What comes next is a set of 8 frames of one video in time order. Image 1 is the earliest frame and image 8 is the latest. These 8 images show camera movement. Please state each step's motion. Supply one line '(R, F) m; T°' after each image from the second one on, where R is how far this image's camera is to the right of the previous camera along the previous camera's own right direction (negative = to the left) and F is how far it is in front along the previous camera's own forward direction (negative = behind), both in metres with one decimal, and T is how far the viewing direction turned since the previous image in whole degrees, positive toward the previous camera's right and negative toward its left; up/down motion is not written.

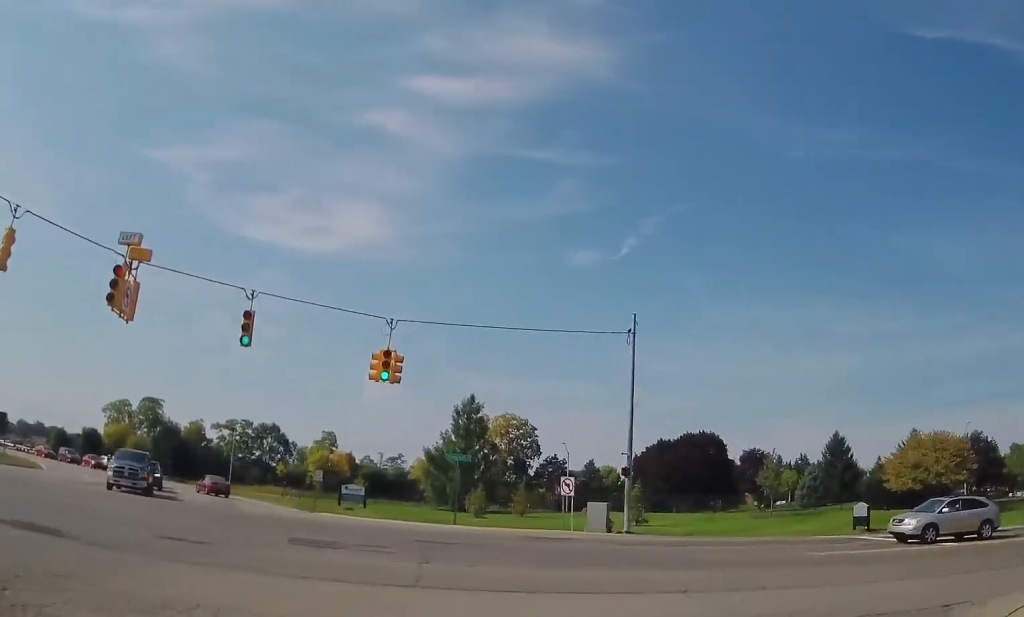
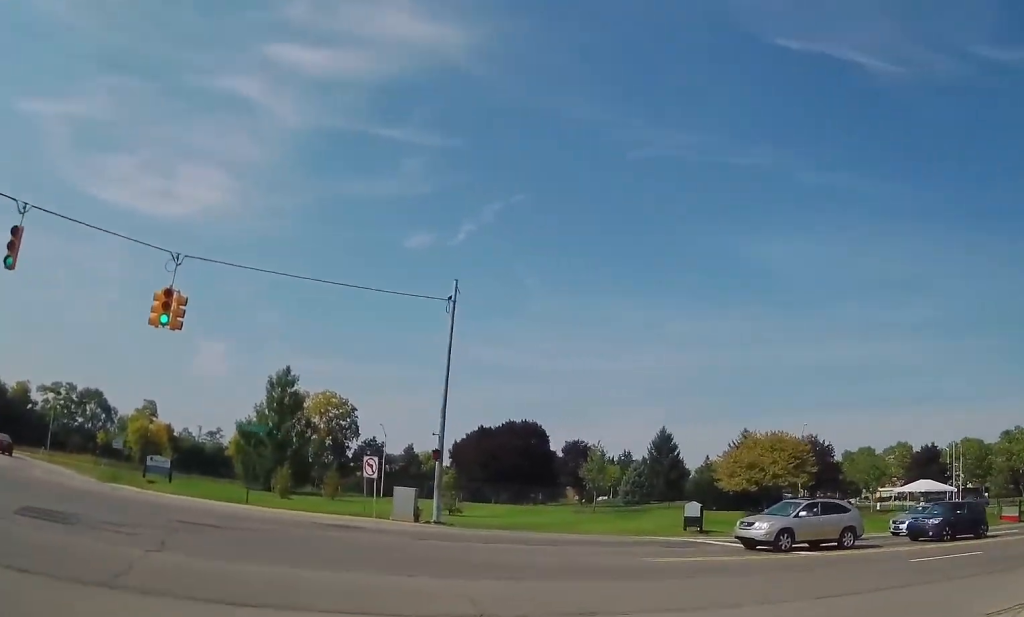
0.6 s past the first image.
(+0.2, +3.7) m; +11°
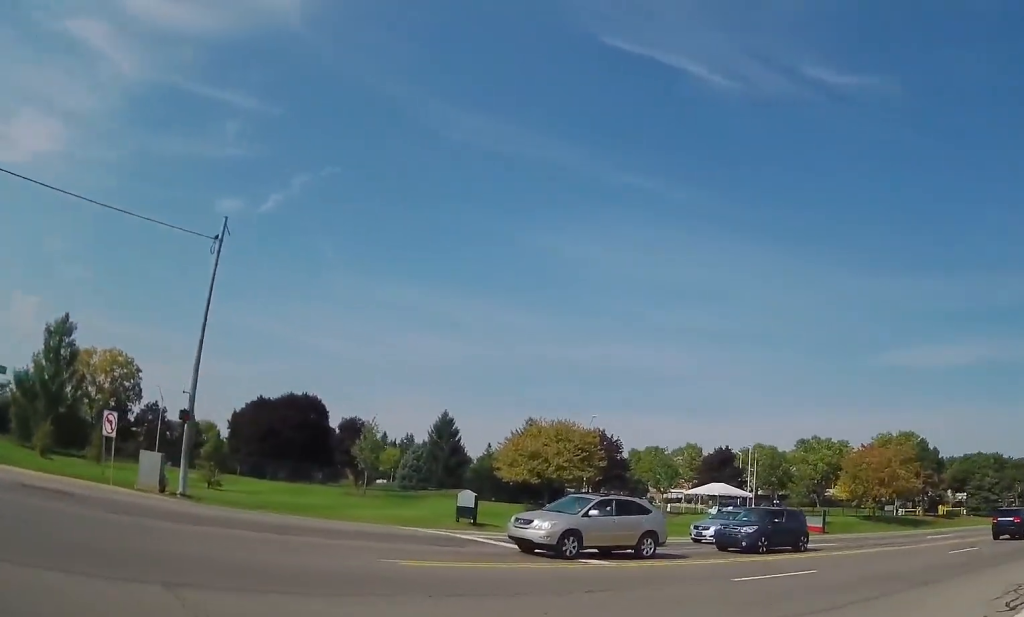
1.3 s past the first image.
(+0.1, +4.2) m; +15°
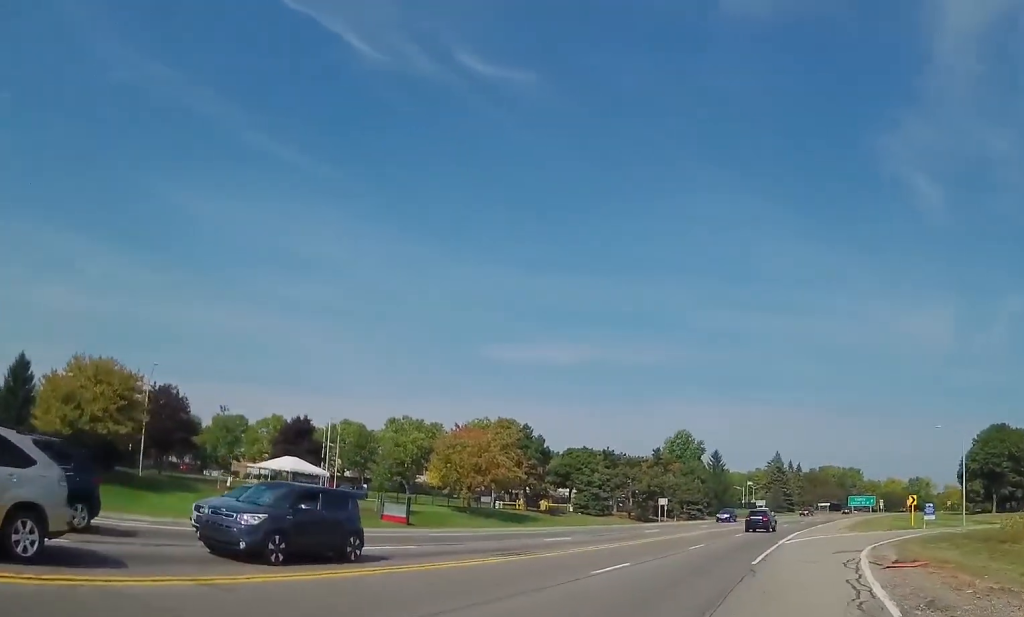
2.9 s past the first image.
(+3.1, +9.3) m; +30°
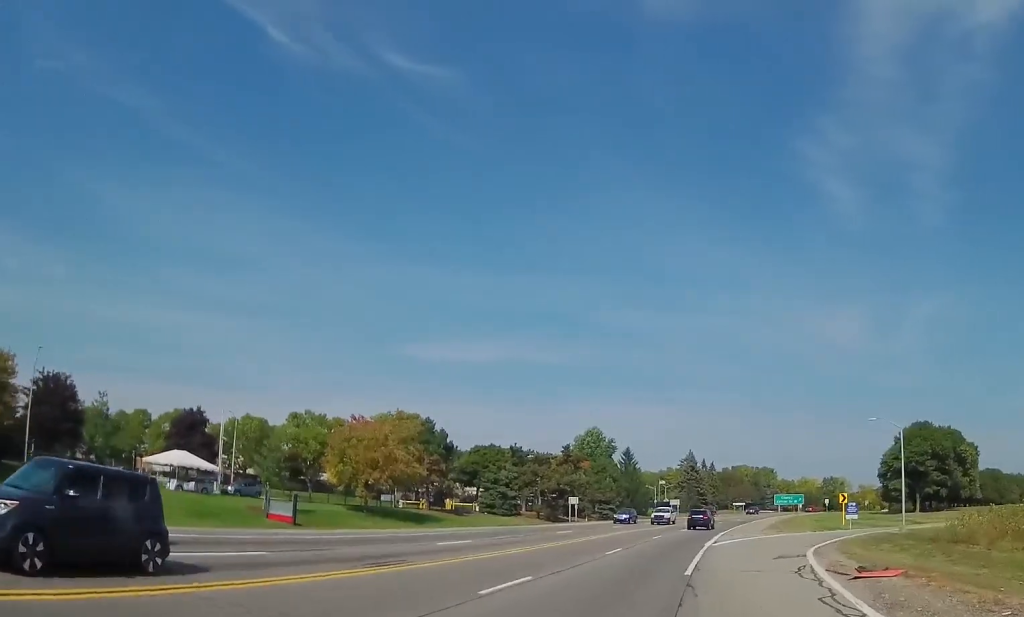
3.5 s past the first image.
(+0.4, +4.1) m; +8°
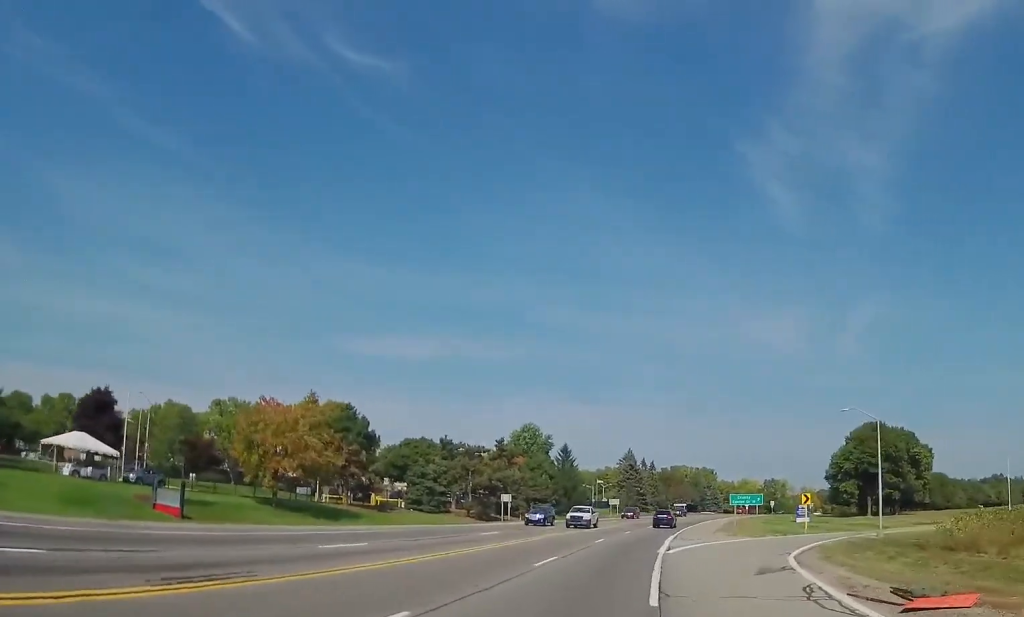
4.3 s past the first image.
(+0.7, +5.6) m; +9°
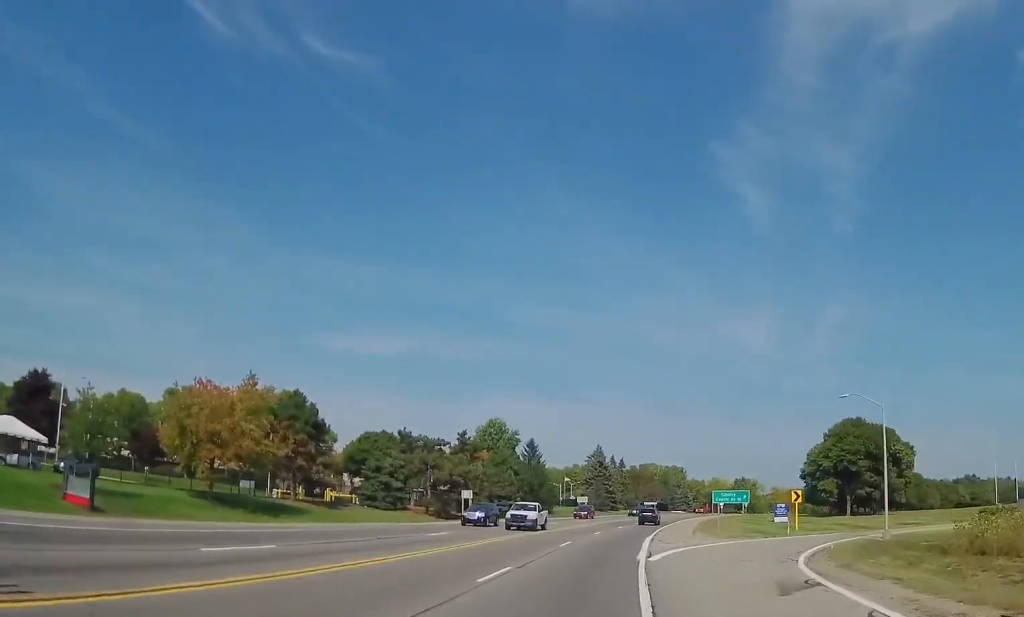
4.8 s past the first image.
(+0.1, +5.1) m; +4°
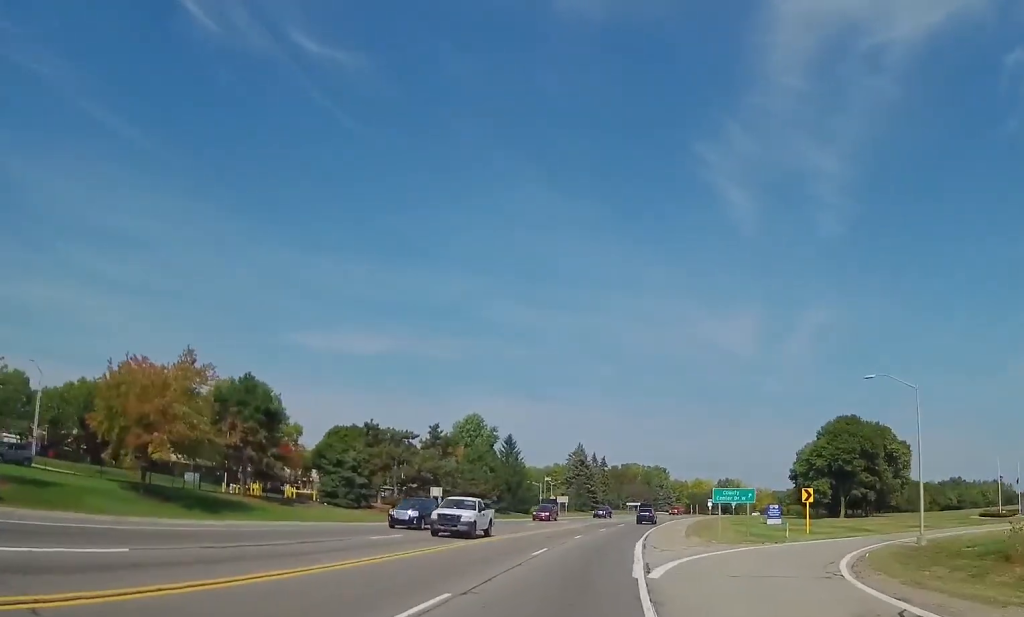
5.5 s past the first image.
(+0.2, +6.1) m; +5°
